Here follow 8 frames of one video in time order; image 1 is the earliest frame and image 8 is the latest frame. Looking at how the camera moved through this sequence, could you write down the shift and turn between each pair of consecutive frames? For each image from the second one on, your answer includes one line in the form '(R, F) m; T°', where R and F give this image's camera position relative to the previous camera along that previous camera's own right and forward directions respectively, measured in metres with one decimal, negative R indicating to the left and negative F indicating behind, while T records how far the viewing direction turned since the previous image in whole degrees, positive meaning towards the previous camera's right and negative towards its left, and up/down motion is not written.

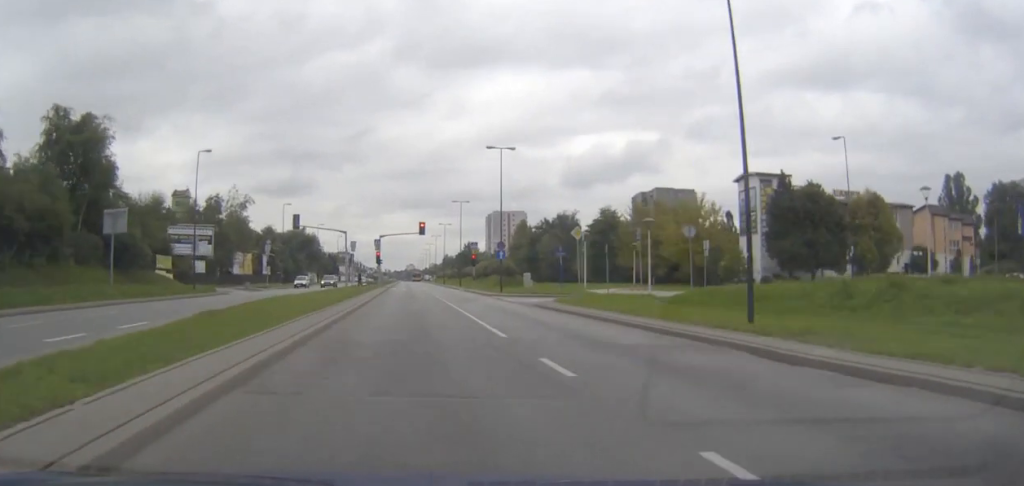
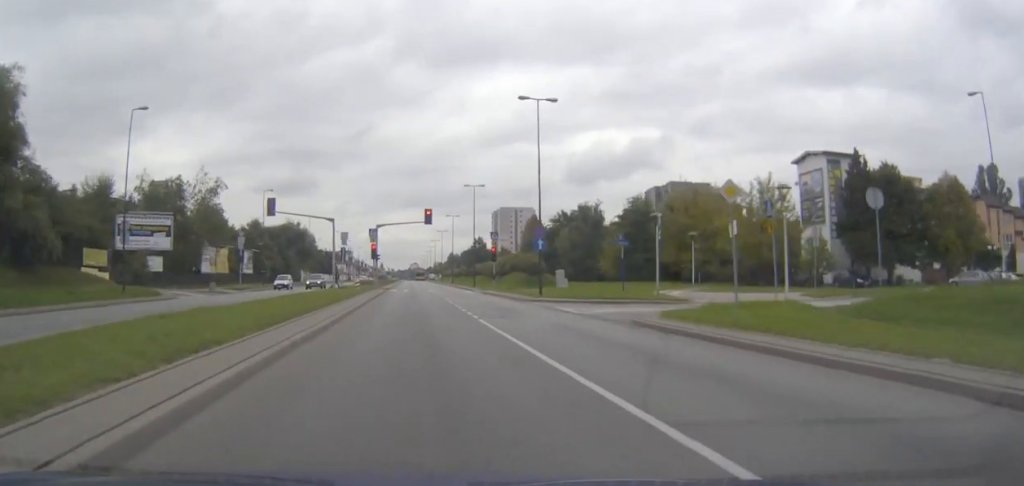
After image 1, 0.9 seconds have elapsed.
(0.0, +13.3) m; 0°
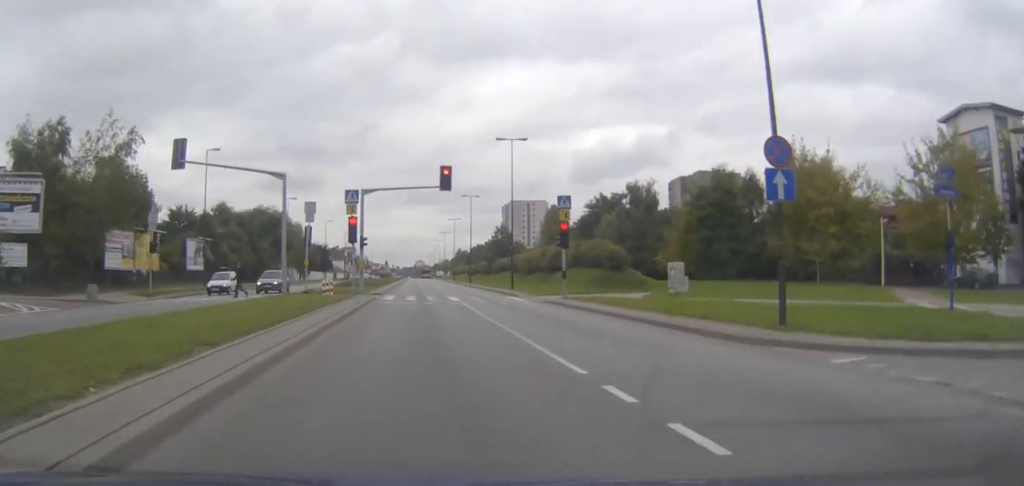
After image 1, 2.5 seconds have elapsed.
(0.0, +21.3) m; 0°
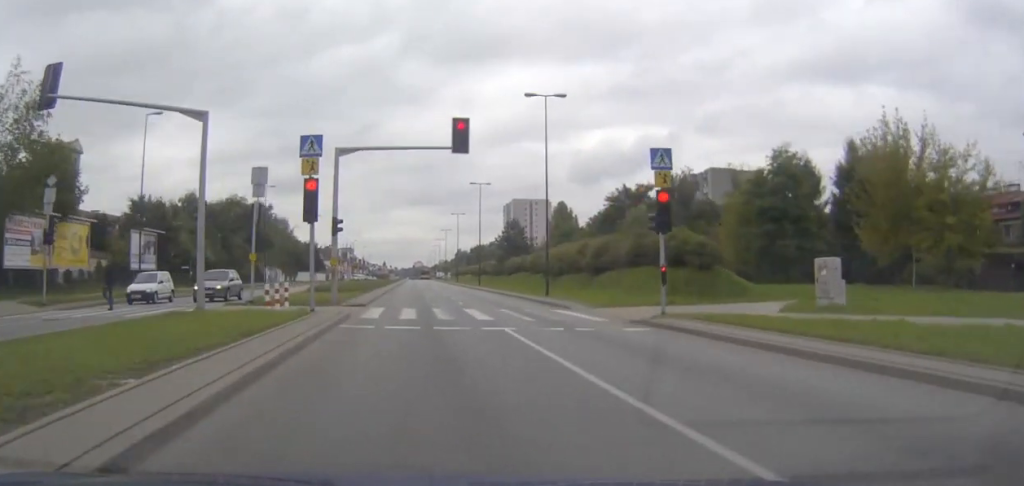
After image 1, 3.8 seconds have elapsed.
(0.0, +11.2) m; 0°
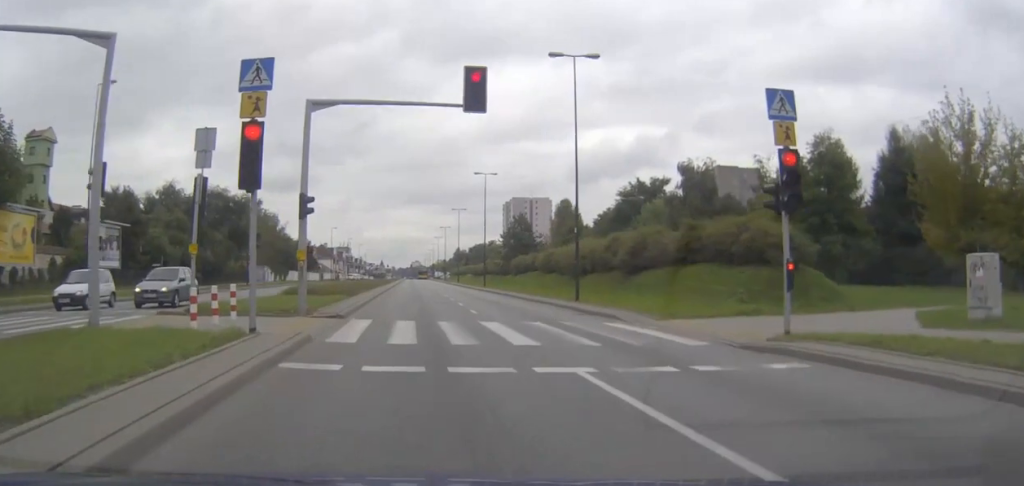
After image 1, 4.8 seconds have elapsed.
(0.0, +5.7) m; 0°
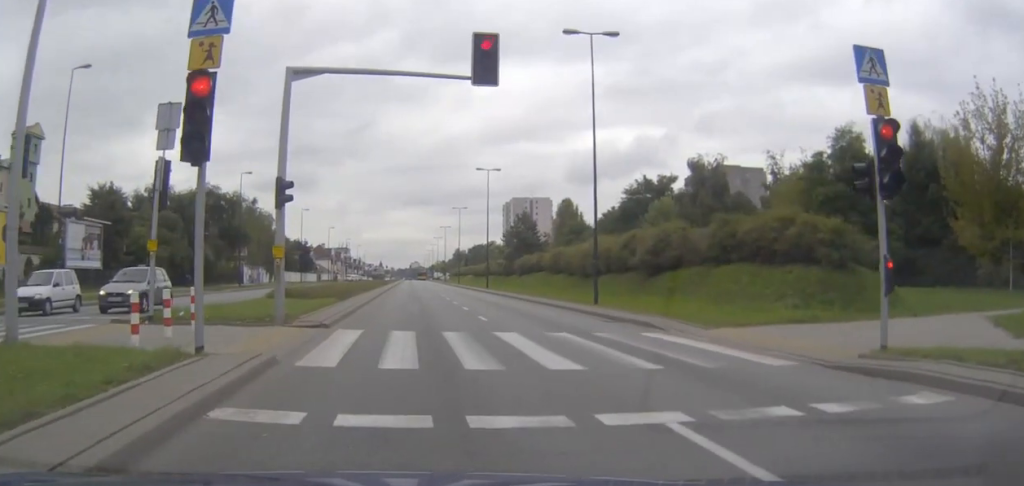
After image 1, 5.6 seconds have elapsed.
(0.0, +2.1) m; 0°
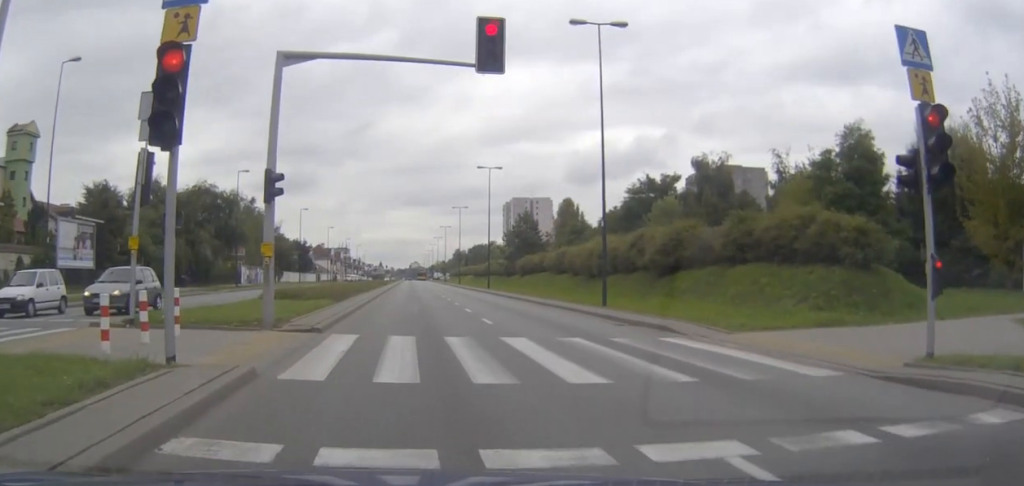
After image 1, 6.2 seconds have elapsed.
(0.0, +0.8) m; 0°
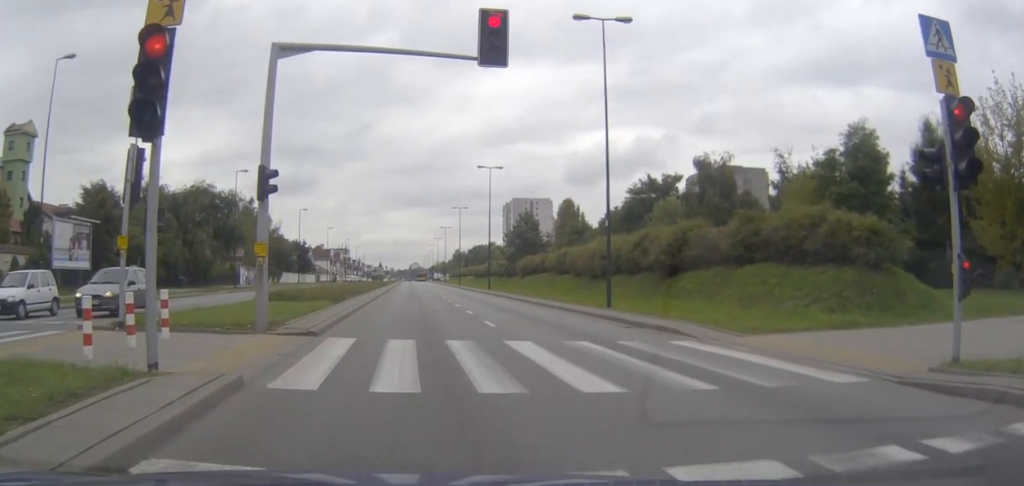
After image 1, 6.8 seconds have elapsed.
(0.0, +0.5) m; 0°
